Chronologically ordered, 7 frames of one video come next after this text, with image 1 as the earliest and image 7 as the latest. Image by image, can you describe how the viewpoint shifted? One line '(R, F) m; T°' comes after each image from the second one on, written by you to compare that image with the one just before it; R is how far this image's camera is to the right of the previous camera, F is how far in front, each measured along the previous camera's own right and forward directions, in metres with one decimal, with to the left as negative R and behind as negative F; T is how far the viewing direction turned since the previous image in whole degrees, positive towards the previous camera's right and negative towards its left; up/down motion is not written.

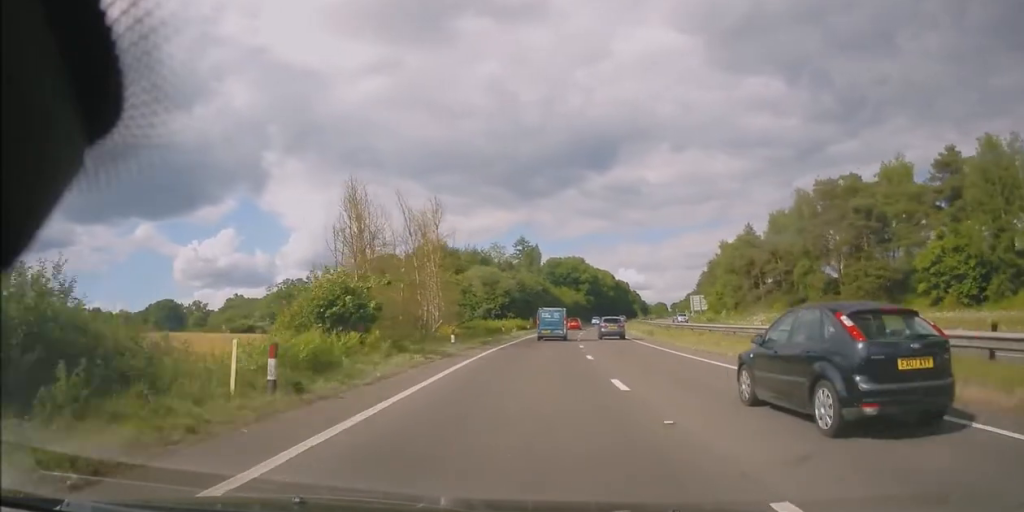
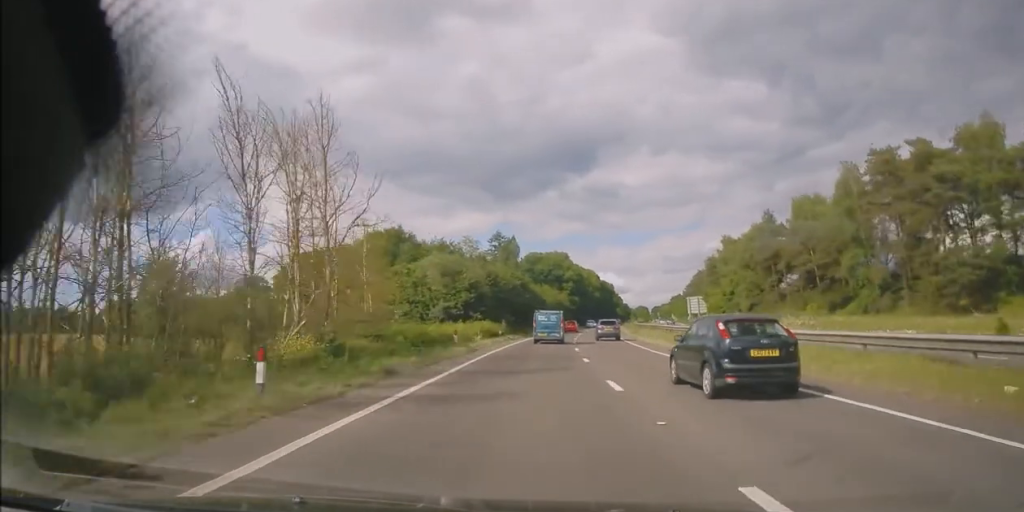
(+0.4, +17.7) m; +2°
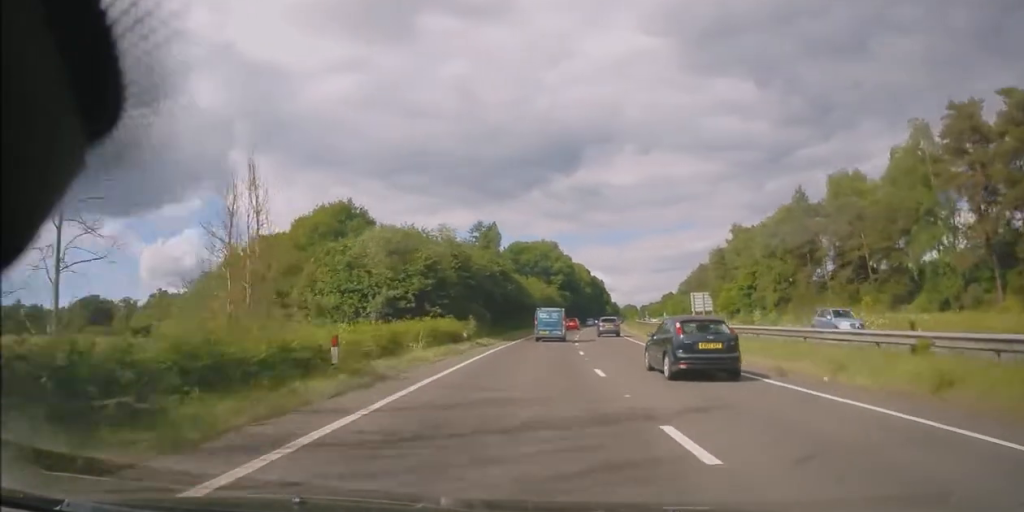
(+0.1, +15.3) m; +1°
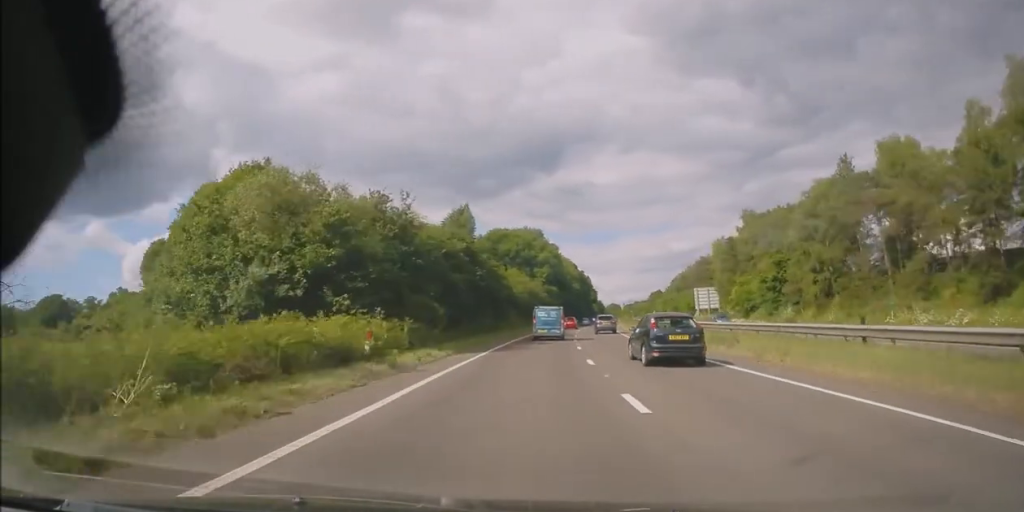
(+0.2, +15.3) m; +2°
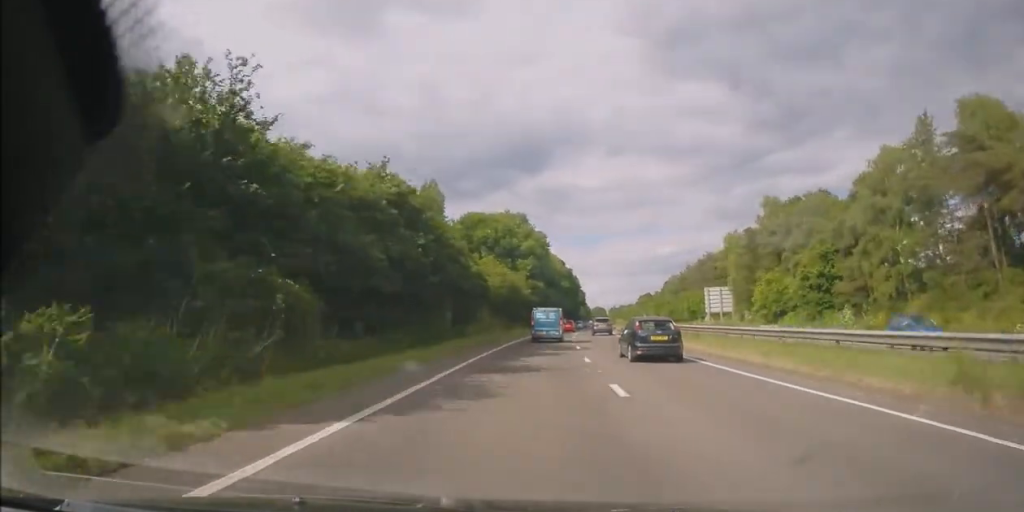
(+0.2, +16.1) m; +3°
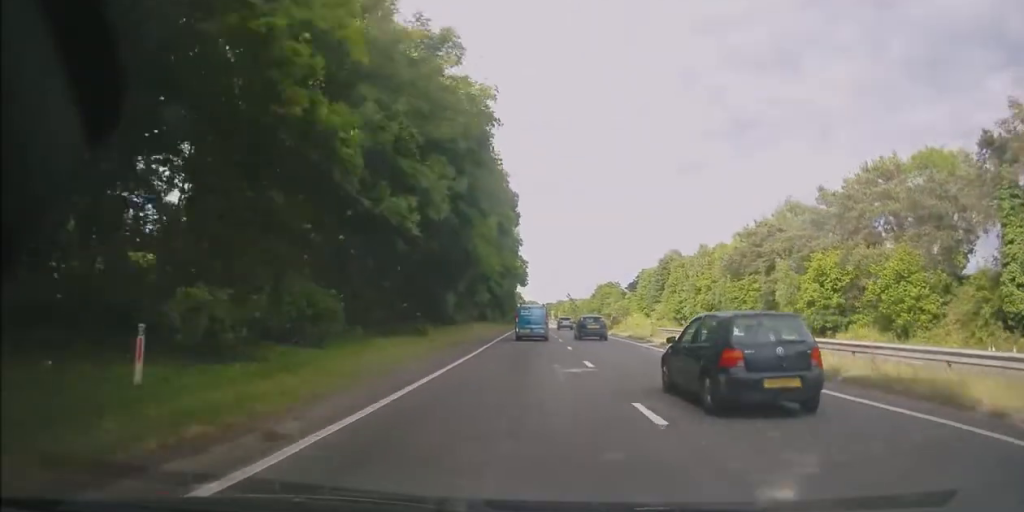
(+2.9, +90.5) m; +4°
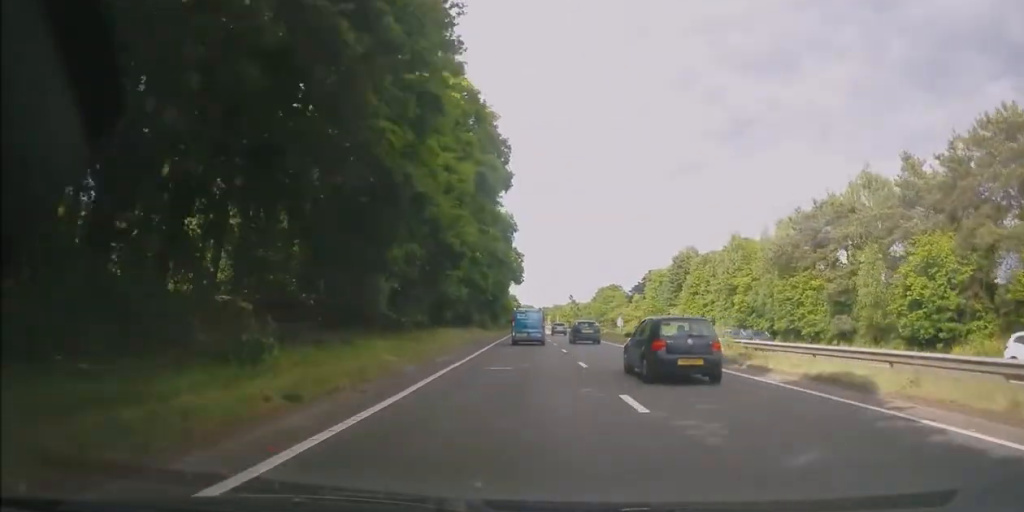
(+0.4, +16.5) m; +1°
